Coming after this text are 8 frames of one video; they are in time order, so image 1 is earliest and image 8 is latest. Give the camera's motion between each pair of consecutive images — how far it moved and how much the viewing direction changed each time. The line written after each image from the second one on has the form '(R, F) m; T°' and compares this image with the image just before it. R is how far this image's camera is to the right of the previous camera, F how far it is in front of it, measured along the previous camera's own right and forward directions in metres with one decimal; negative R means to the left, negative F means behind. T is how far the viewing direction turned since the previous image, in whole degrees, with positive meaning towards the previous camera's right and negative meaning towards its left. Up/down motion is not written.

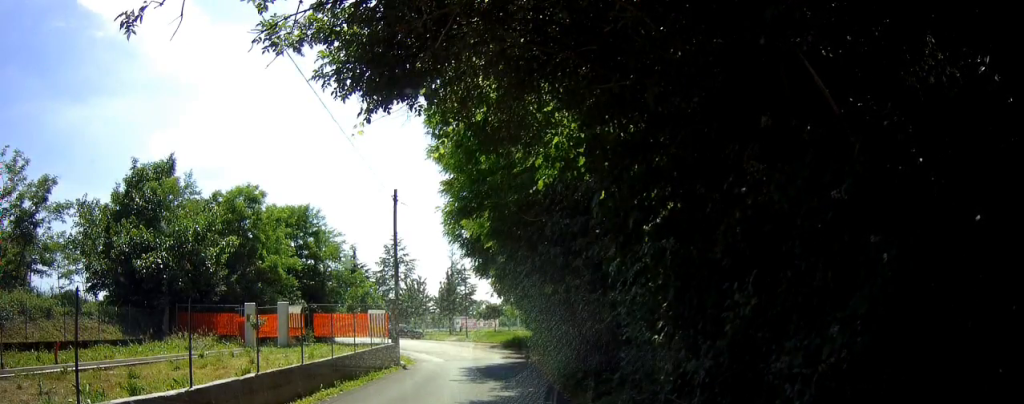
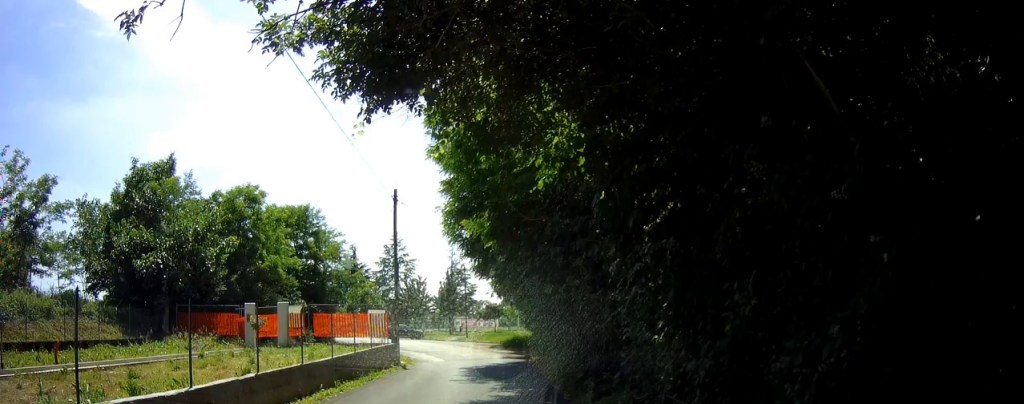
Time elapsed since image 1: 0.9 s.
(0.0, 0.0) m; 0°
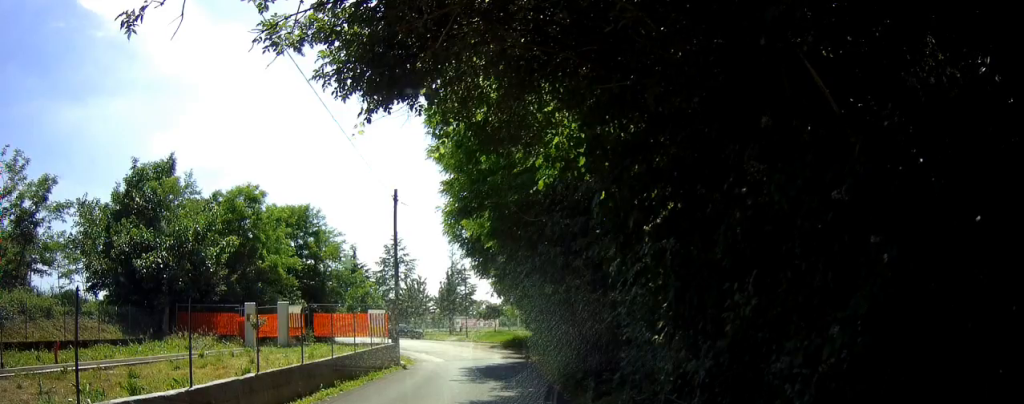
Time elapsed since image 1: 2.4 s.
(-0.1, +0.1) m; 0°
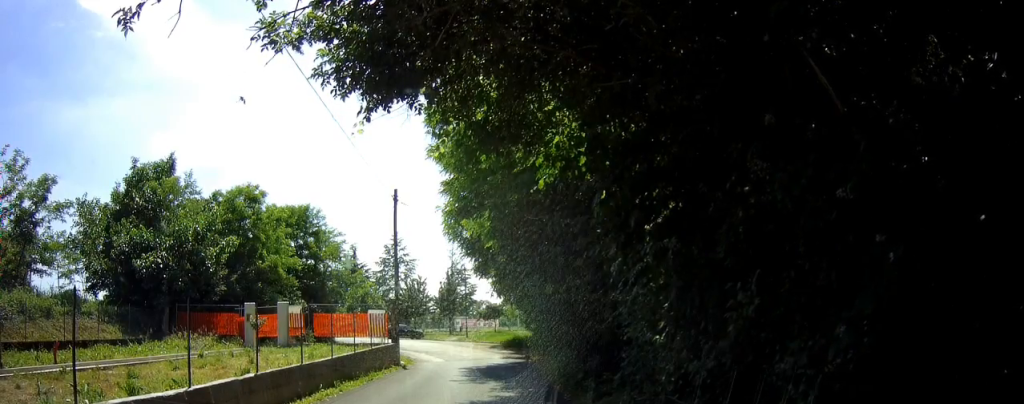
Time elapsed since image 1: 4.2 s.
(-0.1, +0.2) m; 0°
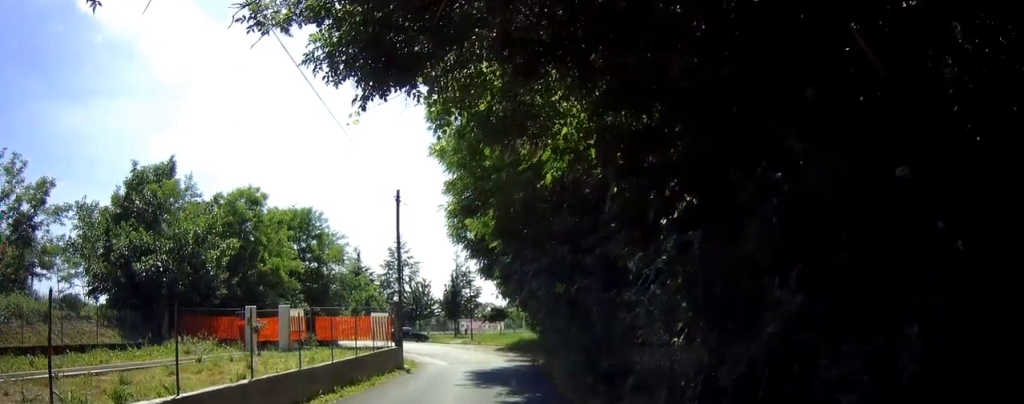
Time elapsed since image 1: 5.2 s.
(0.0, +0.9) m; 0°
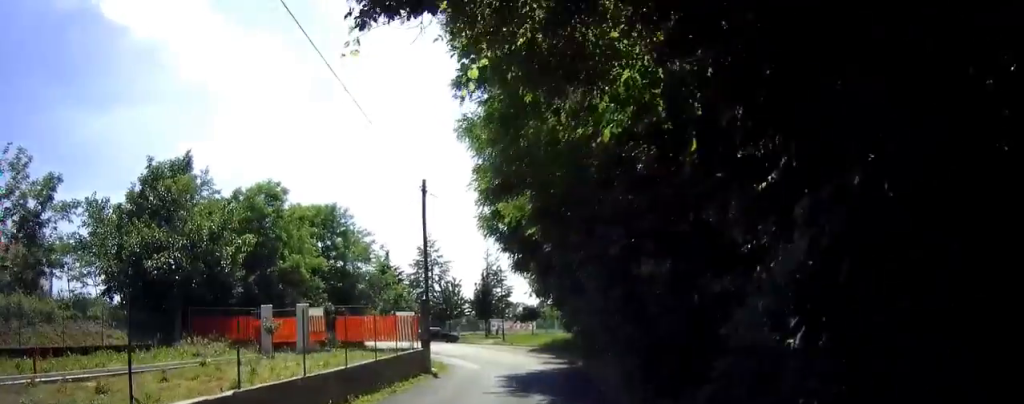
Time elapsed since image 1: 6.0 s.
(0.0, +1.1) m; 0°
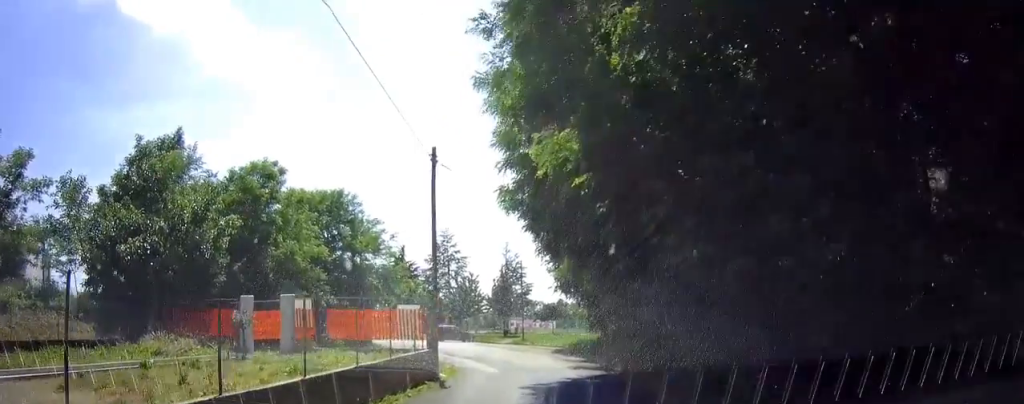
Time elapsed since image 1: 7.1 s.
(0.0, +2.4) m; +6°
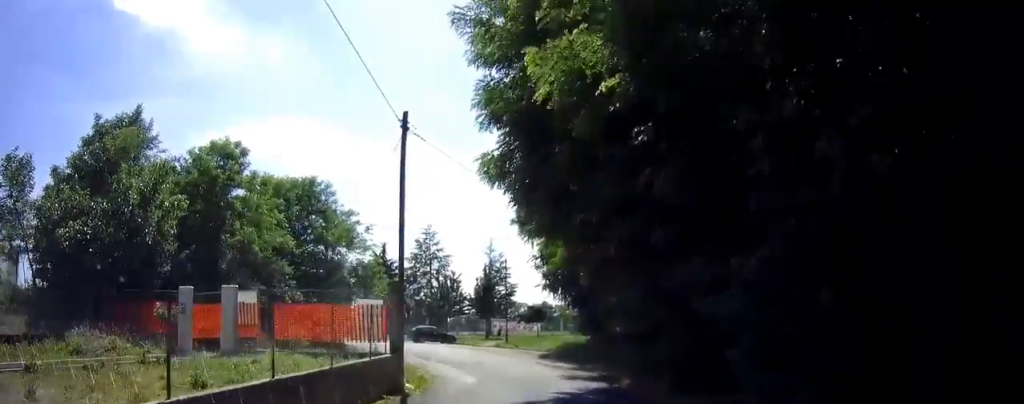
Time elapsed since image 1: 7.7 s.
(+0.1, +2.2) m; +4°
